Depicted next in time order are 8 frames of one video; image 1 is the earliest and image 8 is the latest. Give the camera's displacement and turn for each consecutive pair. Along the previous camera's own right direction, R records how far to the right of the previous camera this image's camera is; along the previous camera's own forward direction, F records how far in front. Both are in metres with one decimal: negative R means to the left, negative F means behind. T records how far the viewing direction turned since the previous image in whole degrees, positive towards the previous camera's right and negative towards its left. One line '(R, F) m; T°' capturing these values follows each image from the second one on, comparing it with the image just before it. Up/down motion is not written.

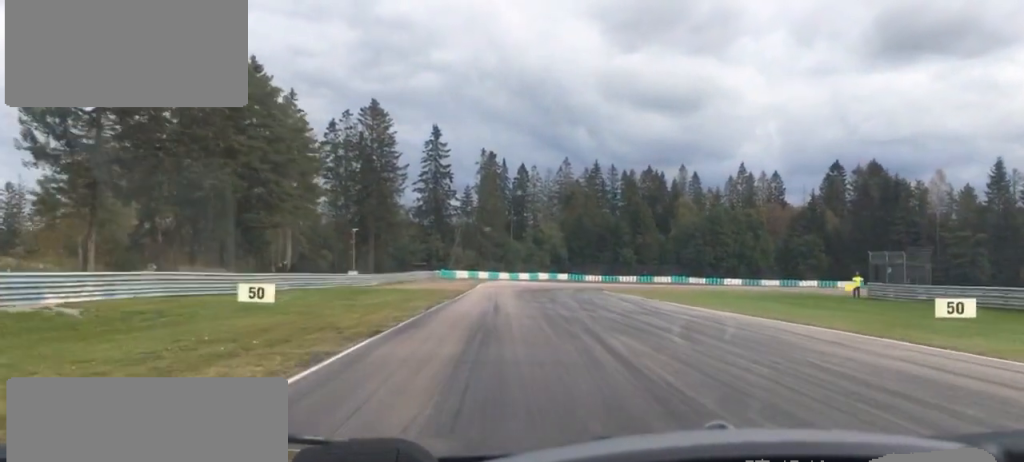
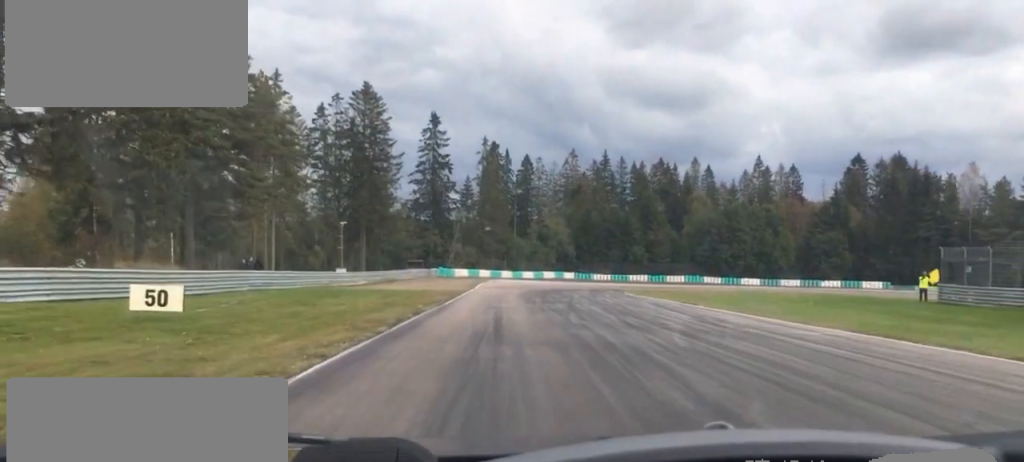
(0.0, +8.7) m; 0°
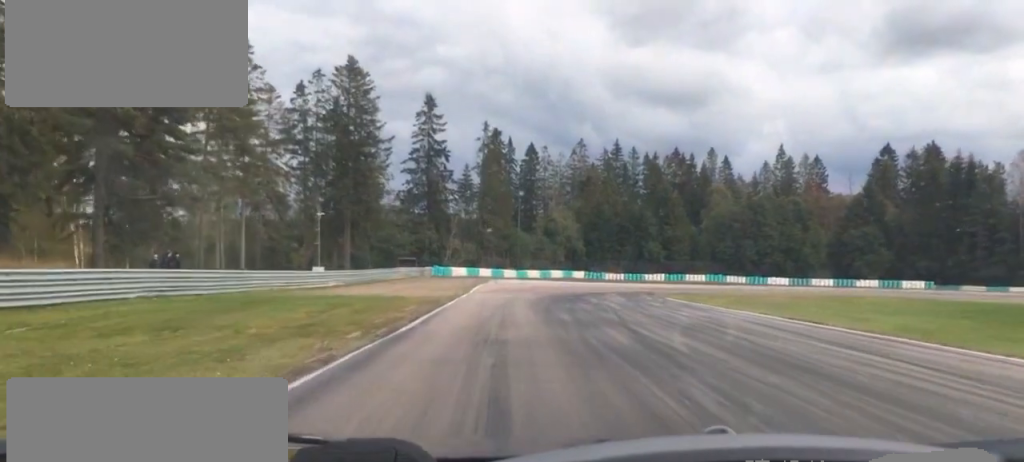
(-0.1, +13.7) m; 0°
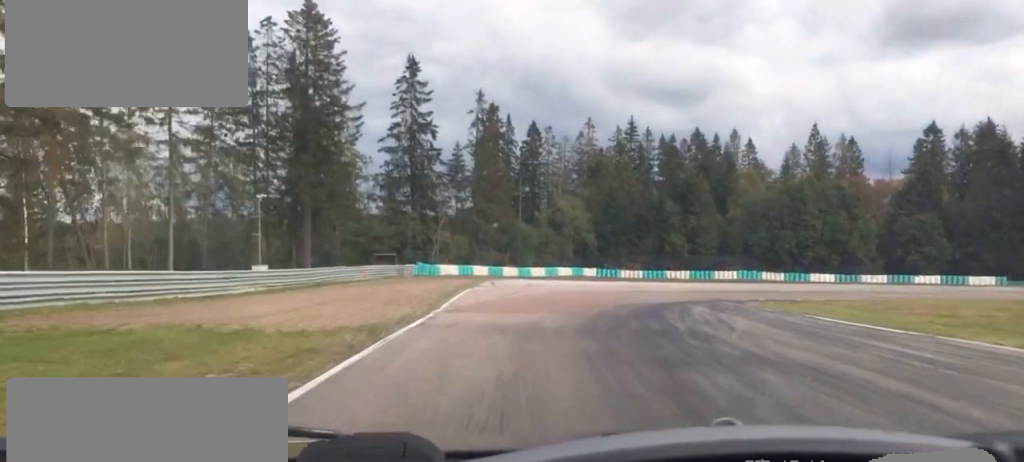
(+0.4, +20.1) m; +2°
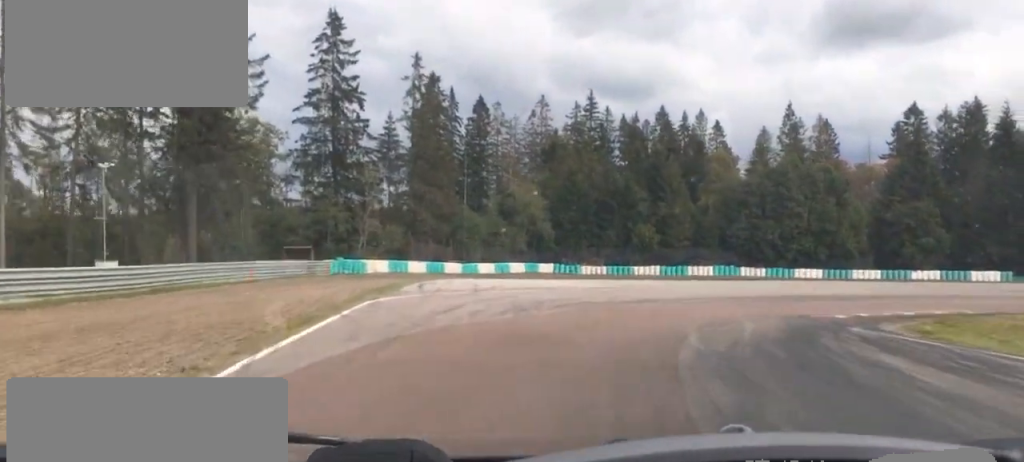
(+0.4, +15.5) m; +5°
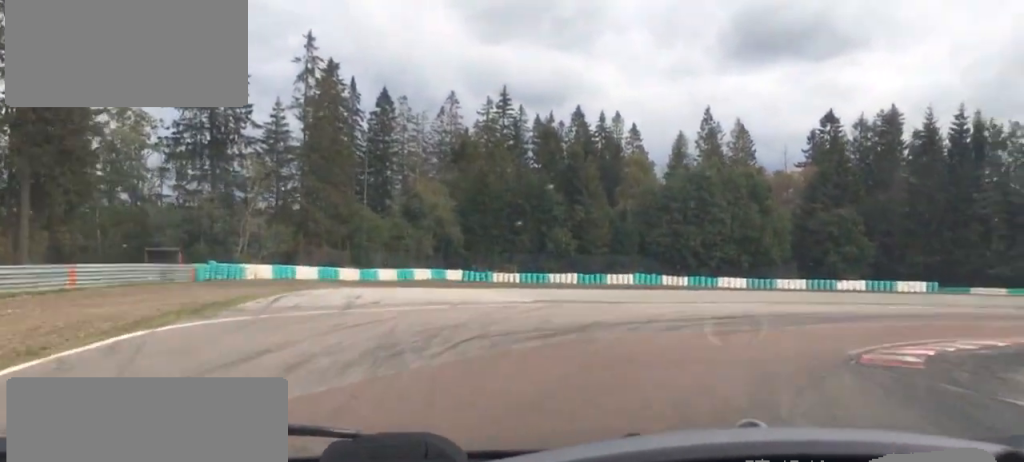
(+0.6, +8.9) m; +9°
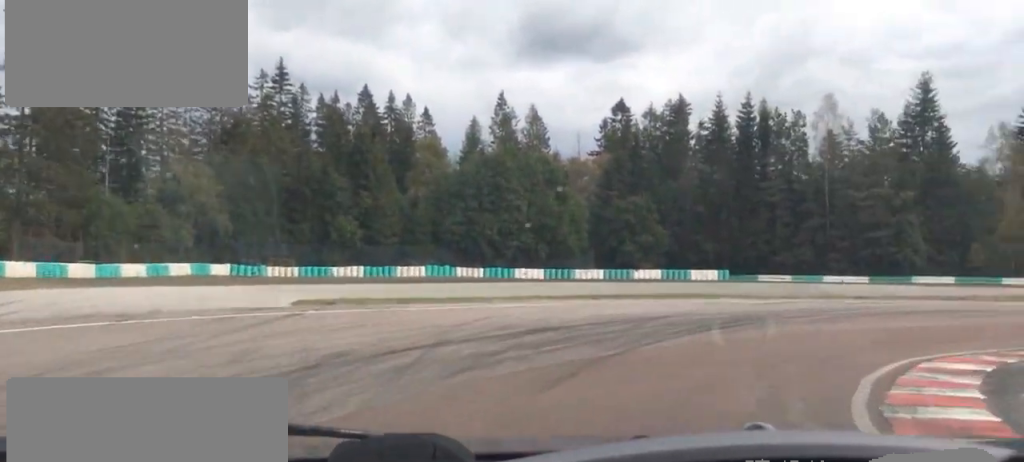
(+0.5, +9.4) m; +13°
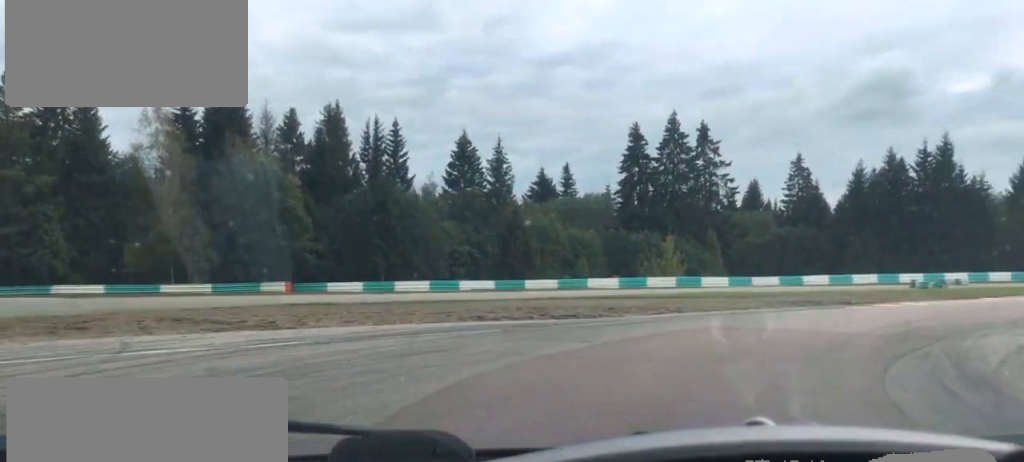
(+8.0, +20.3) m; +46°
